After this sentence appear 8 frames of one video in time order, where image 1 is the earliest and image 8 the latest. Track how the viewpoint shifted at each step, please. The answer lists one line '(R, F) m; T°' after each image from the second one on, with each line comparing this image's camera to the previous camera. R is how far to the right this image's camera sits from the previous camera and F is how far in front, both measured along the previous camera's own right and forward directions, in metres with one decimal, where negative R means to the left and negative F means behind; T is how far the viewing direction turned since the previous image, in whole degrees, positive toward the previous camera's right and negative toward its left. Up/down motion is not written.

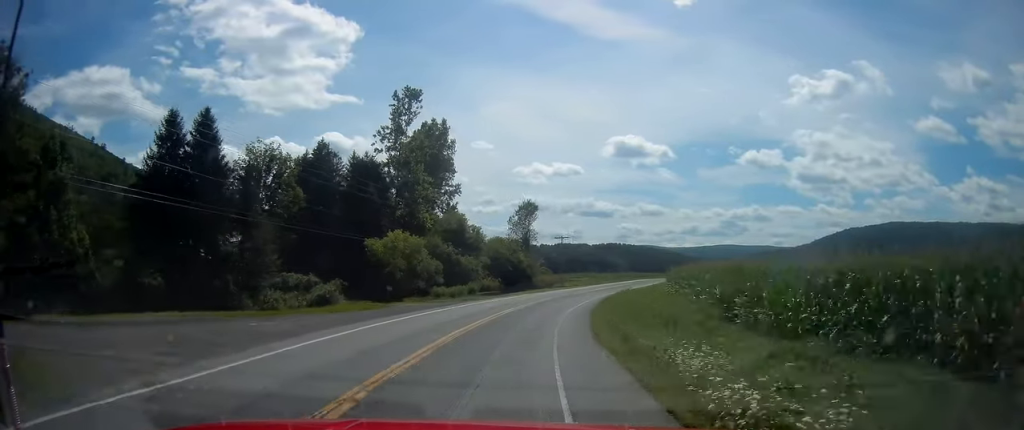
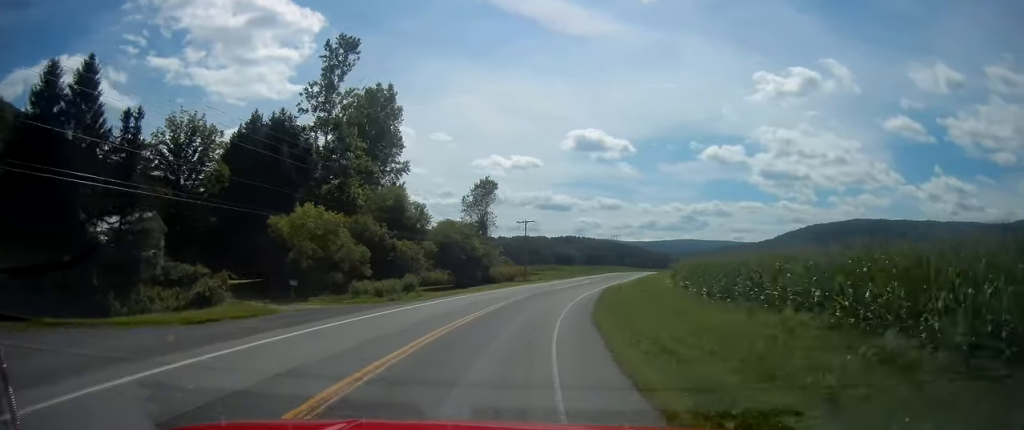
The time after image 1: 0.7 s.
(+0.4, +15.6) m; +5°
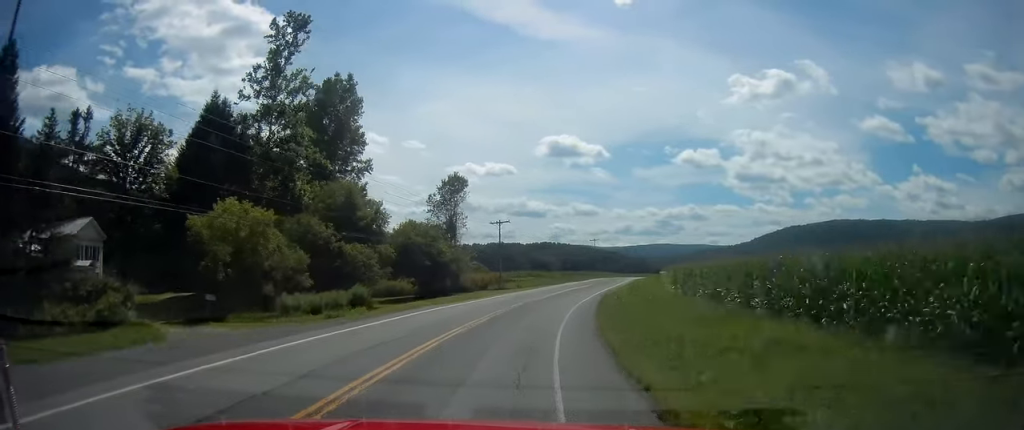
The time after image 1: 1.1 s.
(+0.5, +9.0) m; +2°
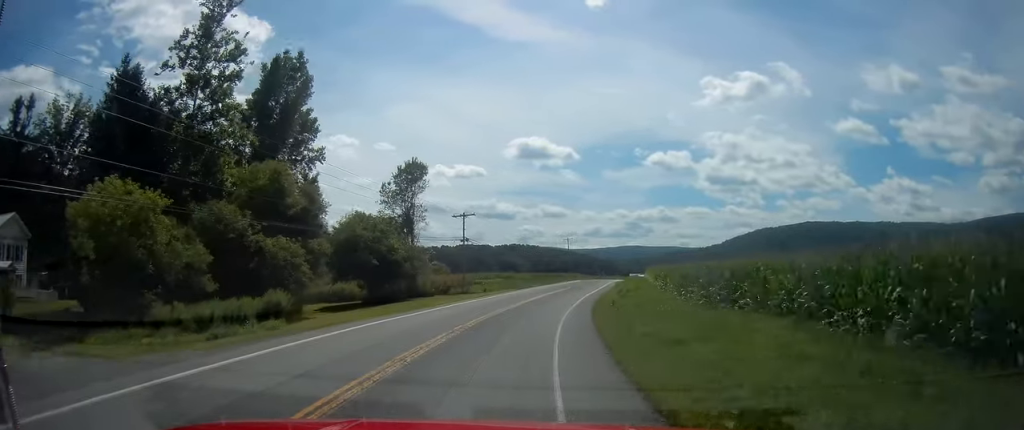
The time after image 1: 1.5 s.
(+0.3, +9.7) m; +2°
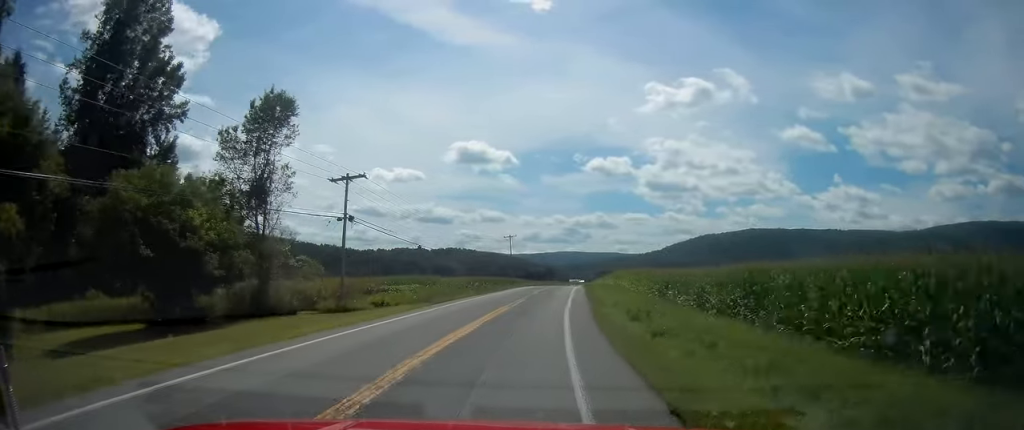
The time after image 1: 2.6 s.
(+0.7, +24.8) m; +6°
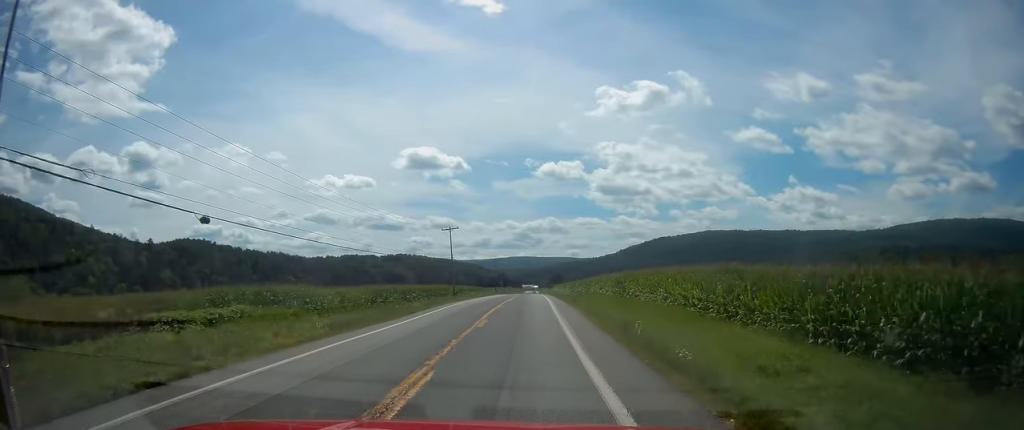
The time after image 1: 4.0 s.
(+2.4, +30.2) m; +5°
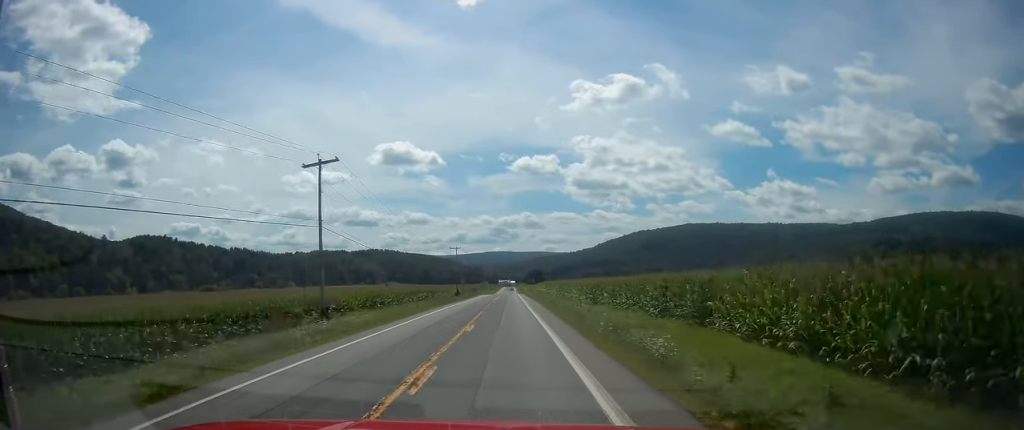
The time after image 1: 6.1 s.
(+1.2, +48.1) m; +2°
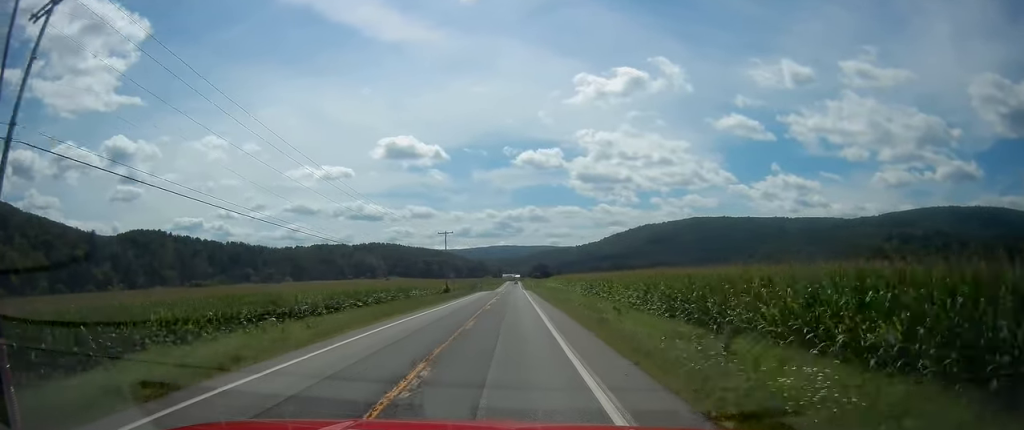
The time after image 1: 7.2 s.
(-0.2, +25.4) m; -1°
